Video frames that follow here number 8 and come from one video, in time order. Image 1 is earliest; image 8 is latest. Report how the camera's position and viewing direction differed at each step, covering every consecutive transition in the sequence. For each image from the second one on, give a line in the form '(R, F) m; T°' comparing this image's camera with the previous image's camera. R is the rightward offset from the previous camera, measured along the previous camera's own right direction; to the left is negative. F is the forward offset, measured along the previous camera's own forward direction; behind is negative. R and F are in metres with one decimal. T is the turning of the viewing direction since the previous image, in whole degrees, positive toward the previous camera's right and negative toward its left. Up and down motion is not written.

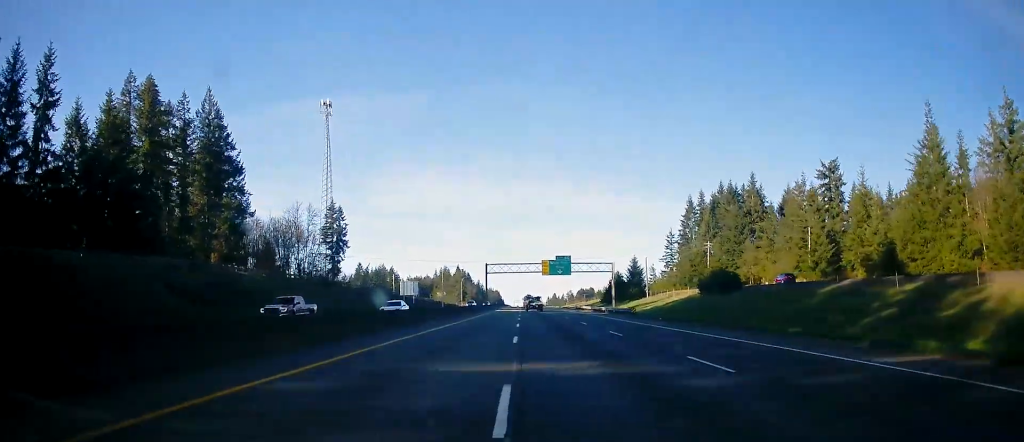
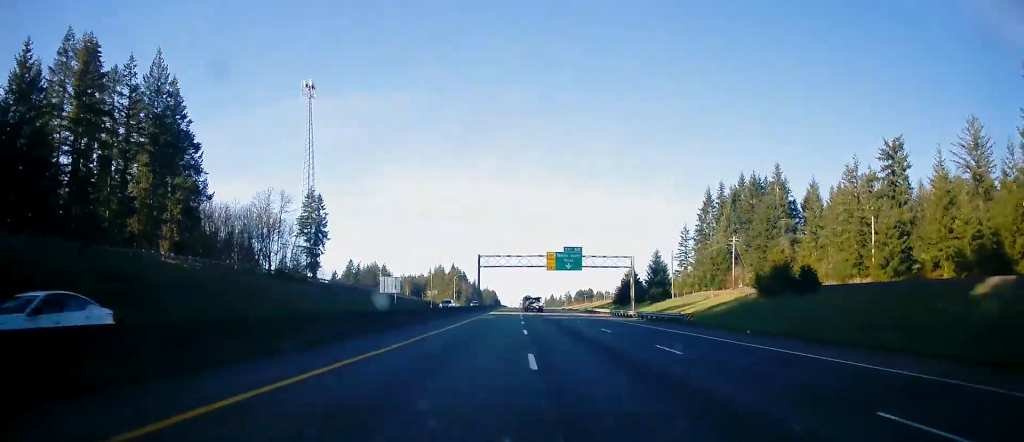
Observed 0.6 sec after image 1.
(-0.1, +18.7) m; 0°
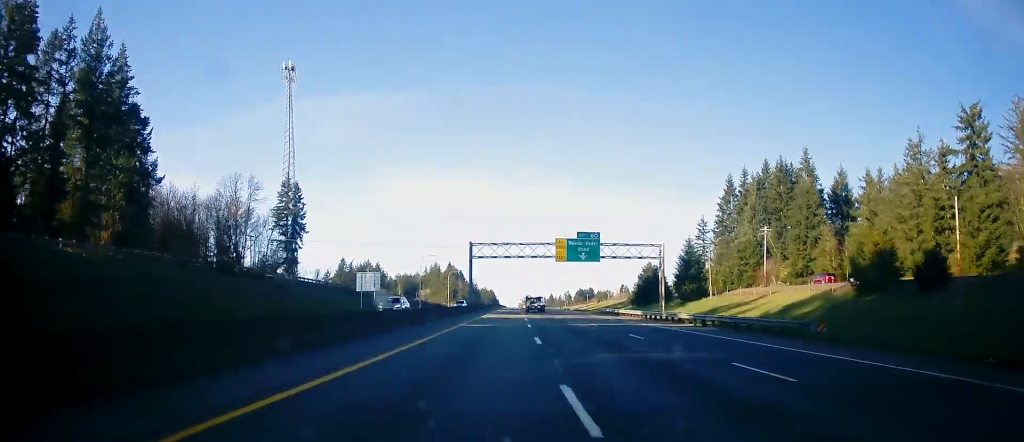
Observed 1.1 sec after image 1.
(+0.2, +17.7) m; 0°
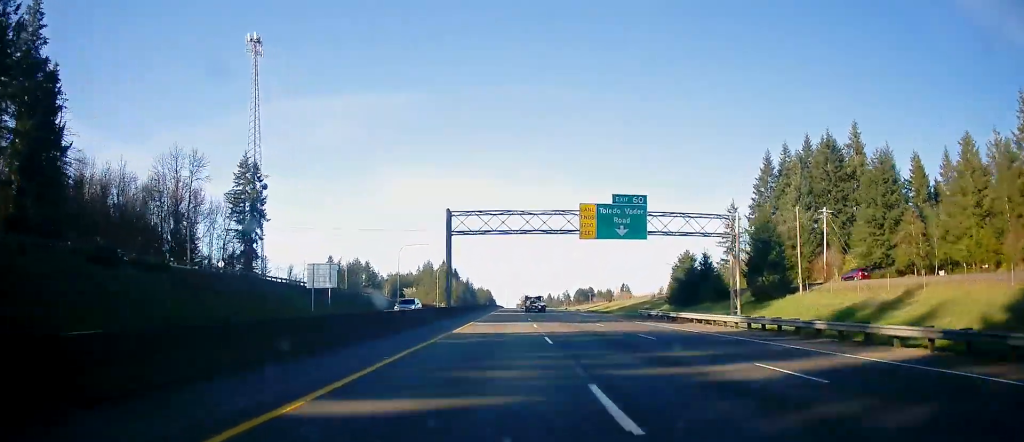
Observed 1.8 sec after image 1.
(+0.1, +24.3) m; 0°
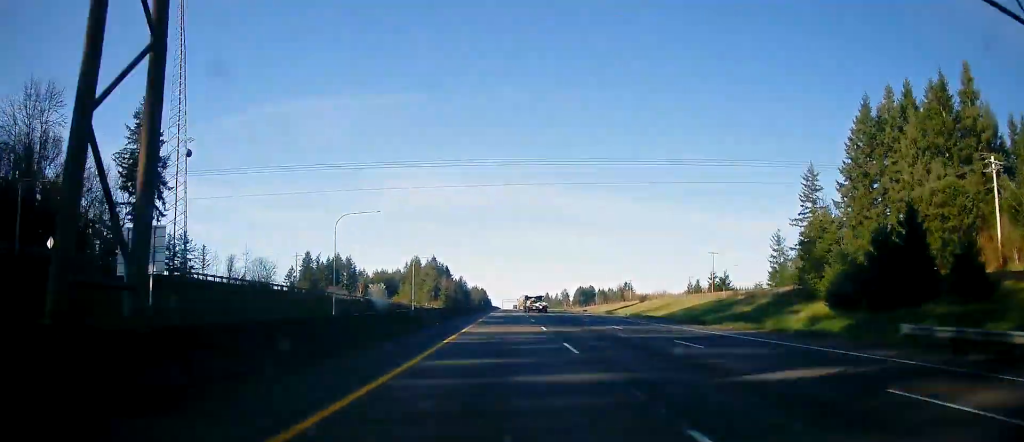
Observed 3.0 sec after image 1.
(0.0, +39.7) m; 0°
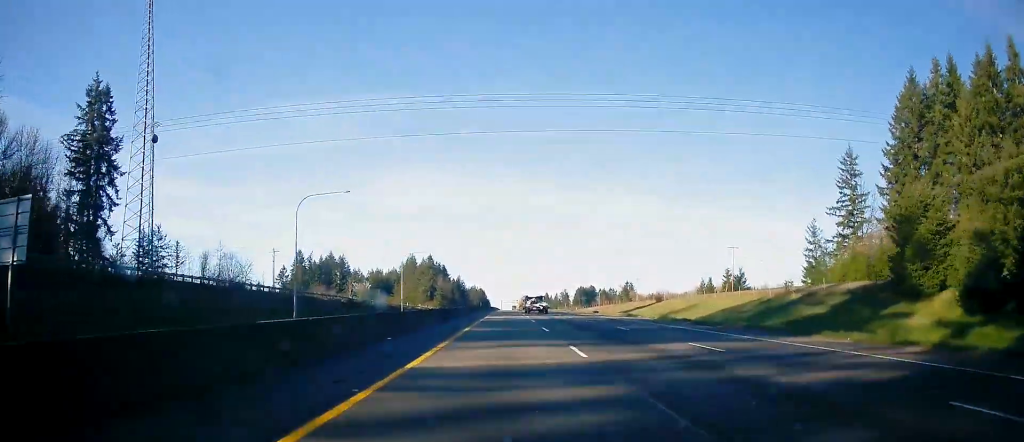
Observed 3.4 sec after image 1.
(0.0, +13.2) m; 0°
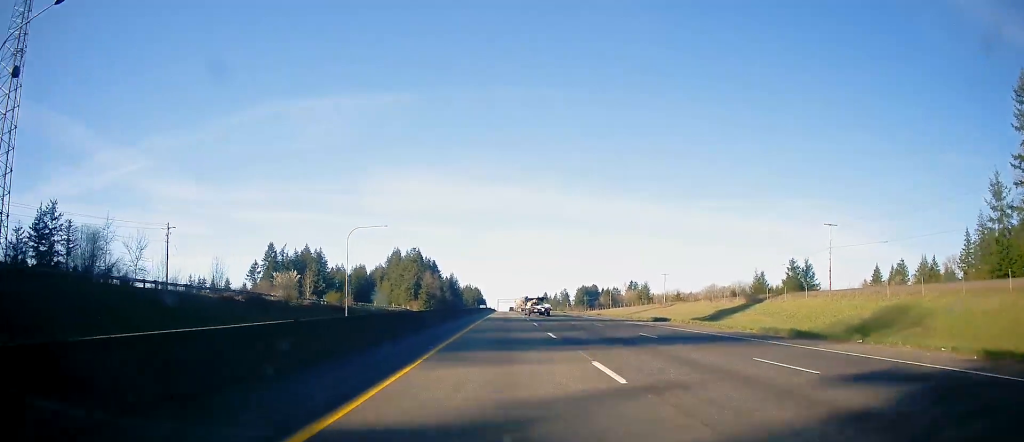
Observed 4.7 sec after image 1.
(0.0, +40.9) m; 0°
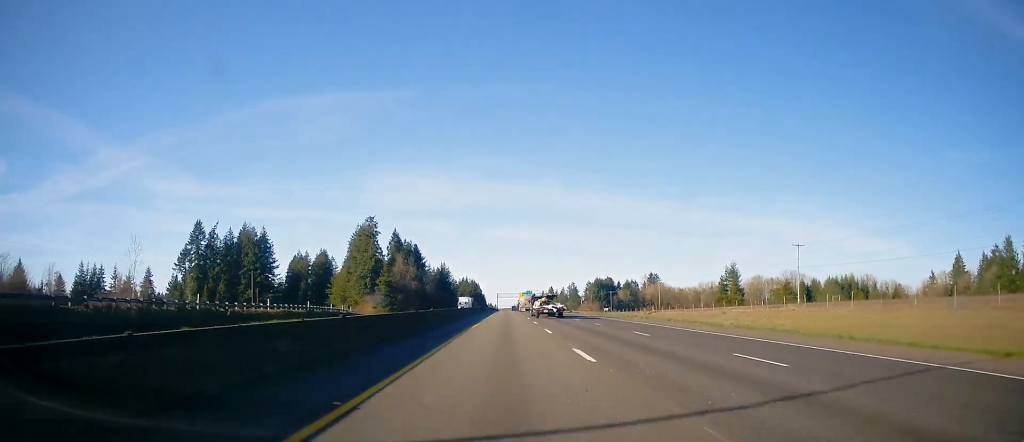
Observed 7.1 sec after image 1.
(+0.3, +82.0) m; 0°
